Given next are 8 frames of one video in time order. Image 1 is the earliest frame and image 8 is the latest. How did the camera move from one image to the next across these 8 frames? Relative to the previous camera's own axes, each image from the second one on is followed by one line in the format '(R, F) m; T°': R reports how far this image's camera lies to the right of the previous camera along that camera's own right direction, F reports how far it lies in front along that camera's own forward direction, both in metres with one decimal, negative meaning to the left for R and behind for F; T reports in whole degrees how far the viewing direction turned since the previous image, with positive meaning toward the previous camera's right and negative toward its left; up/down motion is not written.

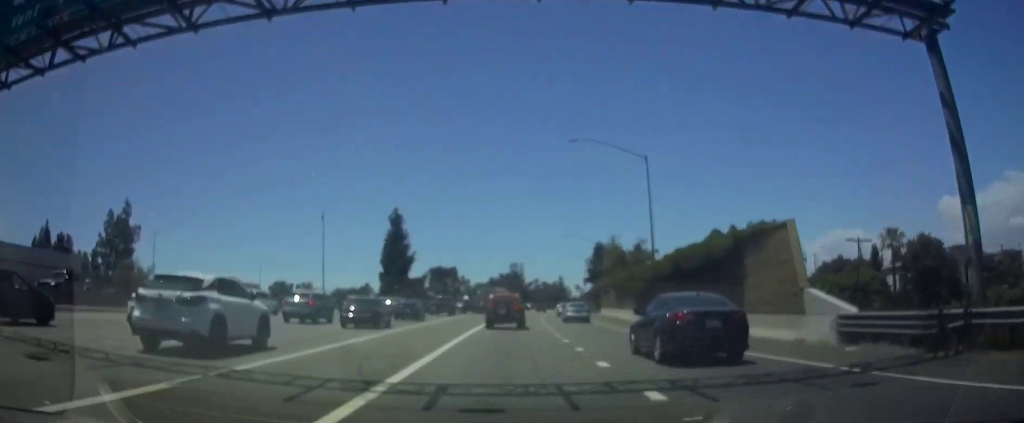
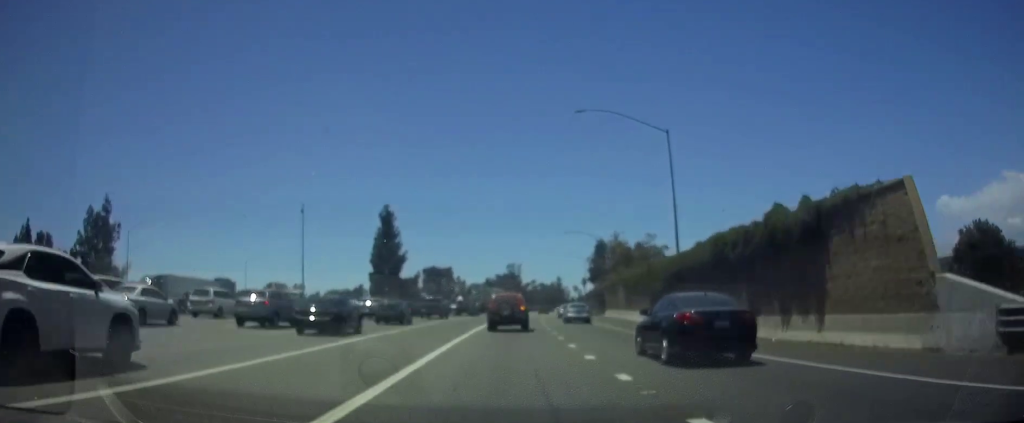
(0.0, +6.8) m; 0°
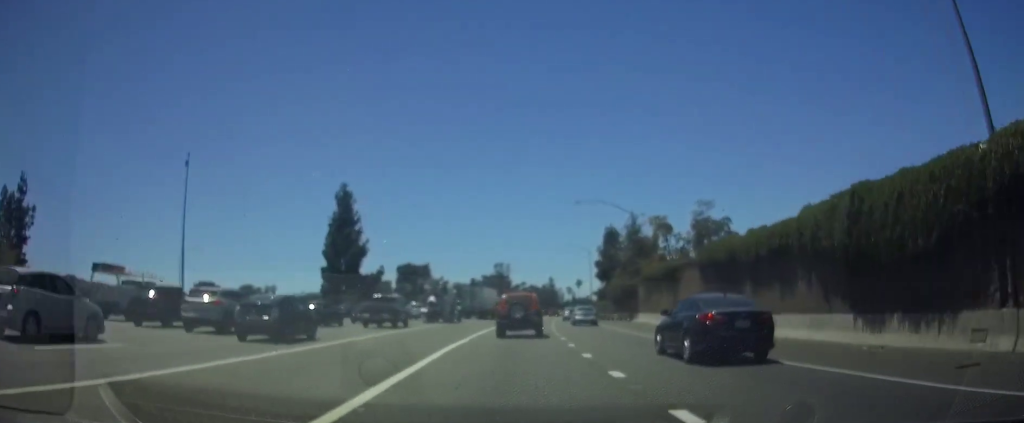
(+0.4, +25.7) m; +2°
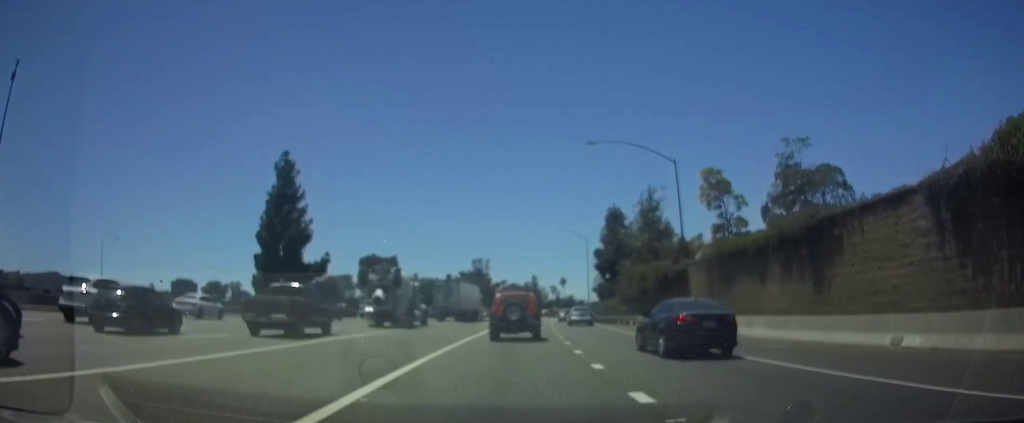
(+0.2, +20.6) m; +2°
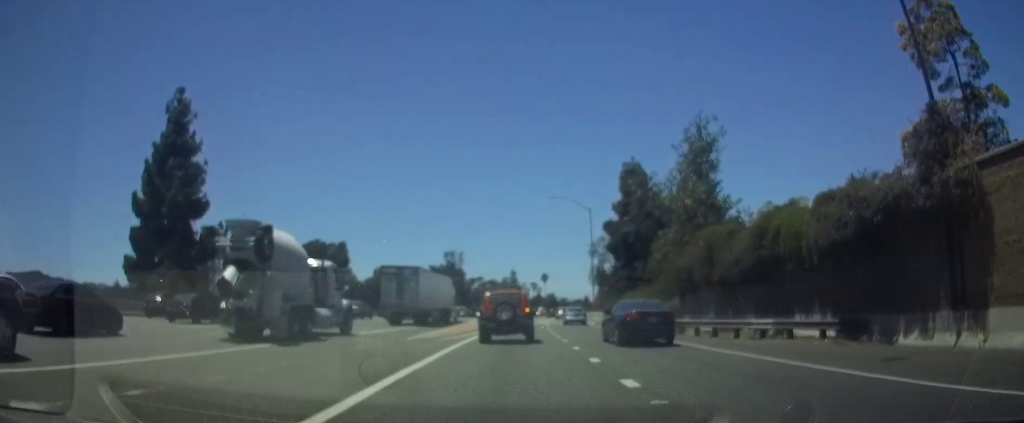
(+0.6, +25.4) m; +2°
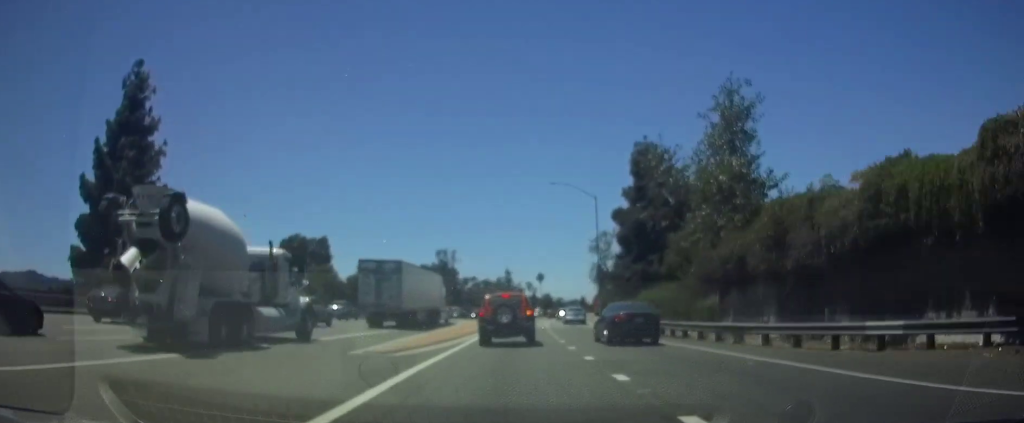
(0.0, +7.9) m; 0°
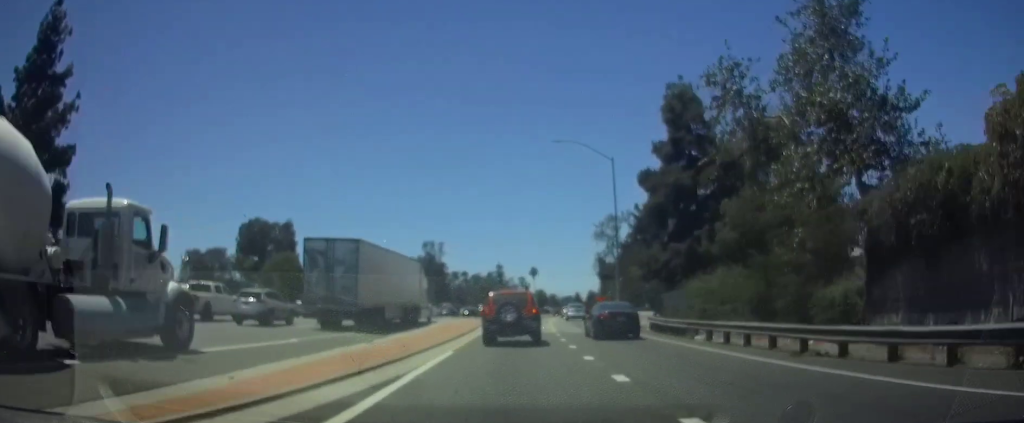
(+0.1, +13.6) m; +1°
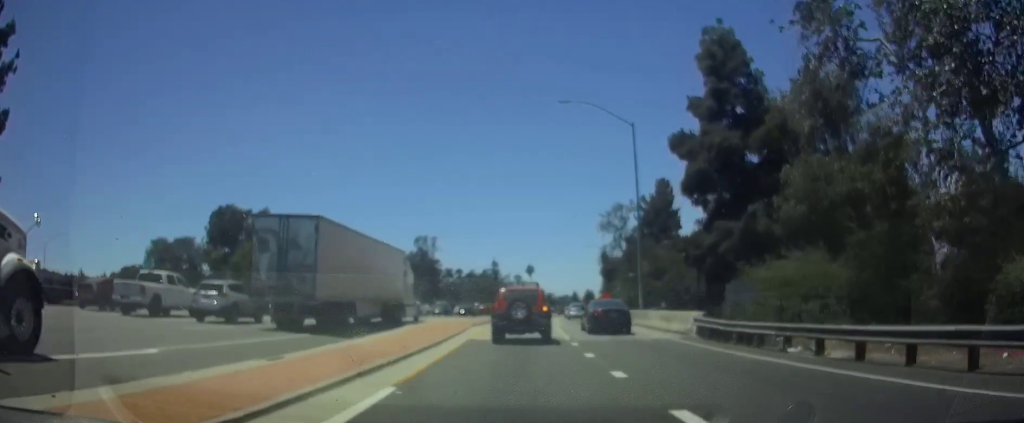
(0.0, +8.6) m; +1°
